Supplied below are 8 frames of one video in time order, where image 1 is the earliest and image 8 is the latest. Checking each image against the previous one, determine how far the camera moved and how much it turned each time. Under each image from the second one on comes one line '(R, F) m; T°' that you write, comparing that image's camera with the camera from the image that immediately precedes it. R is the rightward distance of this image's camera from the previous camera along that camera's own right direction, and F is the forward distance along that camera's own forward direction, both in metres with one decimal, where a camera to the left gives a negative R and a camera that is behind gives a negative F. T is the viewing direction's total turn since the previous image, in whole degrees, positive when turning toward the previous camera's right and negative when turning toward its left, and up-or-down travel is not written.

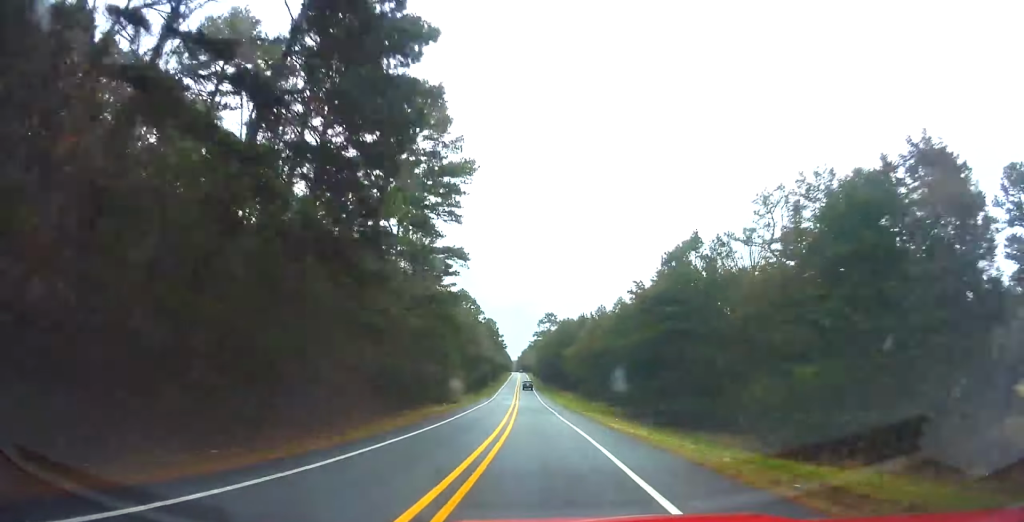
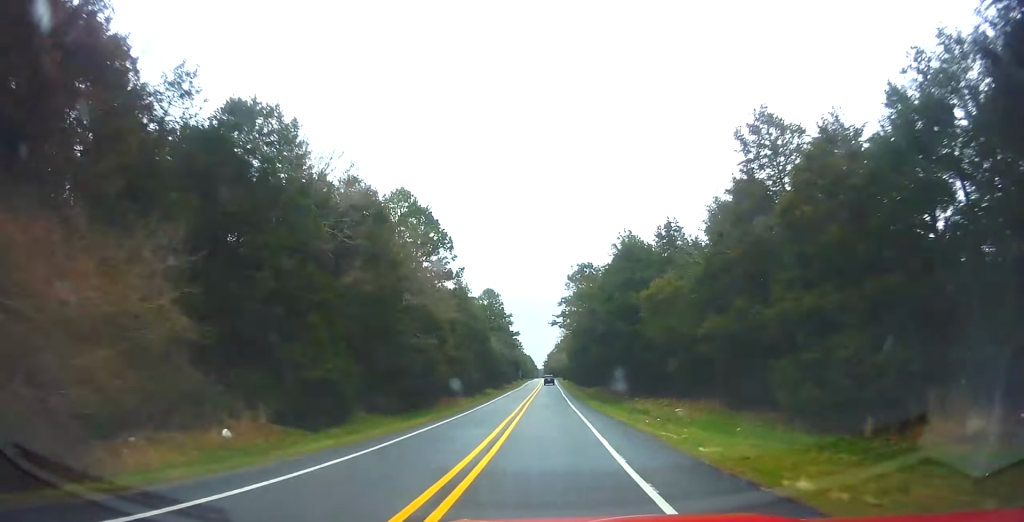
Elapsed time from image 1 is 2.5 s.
(-2.8, +61.6) m; -3°
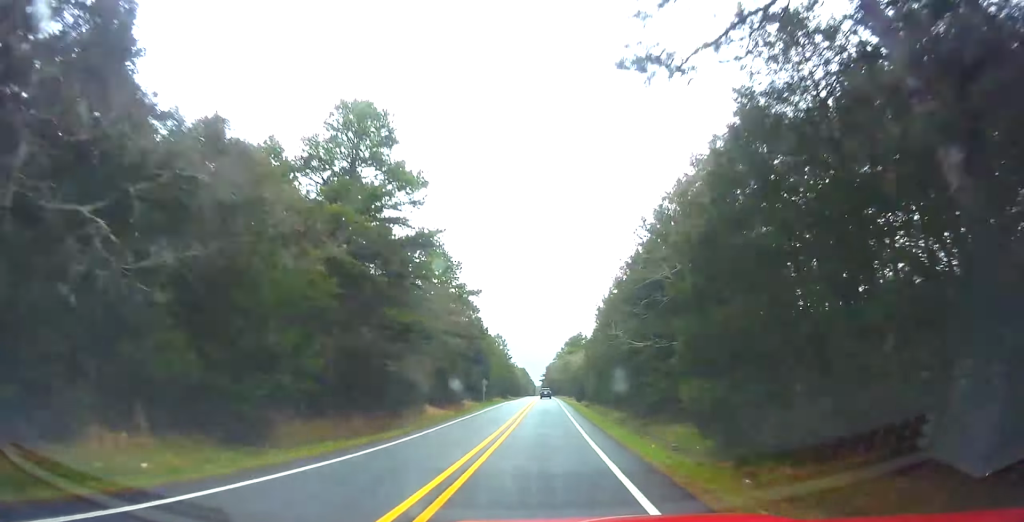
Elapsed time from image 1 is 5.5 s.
(-1.4, +74.4) m; -2°
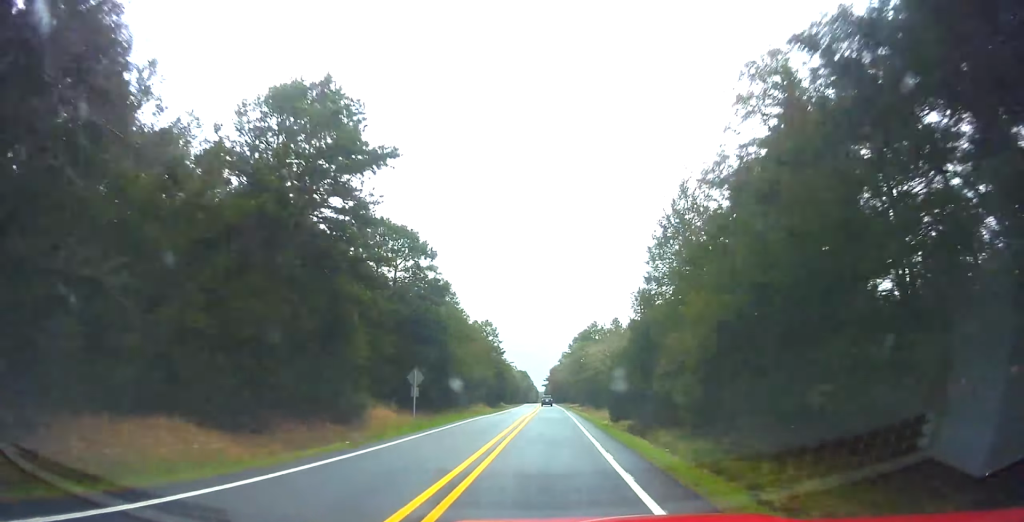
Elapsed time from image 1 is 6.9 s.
(0.0, +34.7) m; 0°
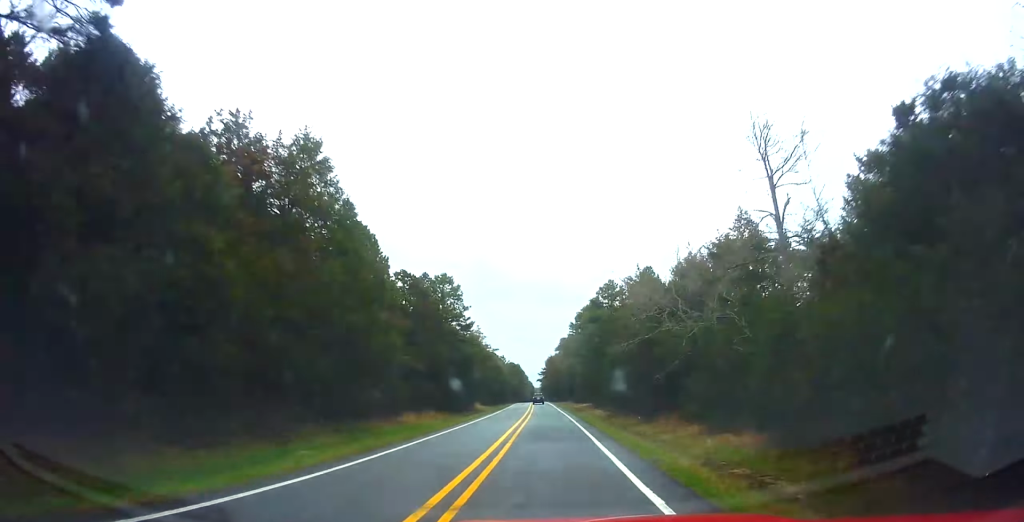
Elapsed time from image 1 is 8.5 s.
(-0.3, +39.1) m; 0°
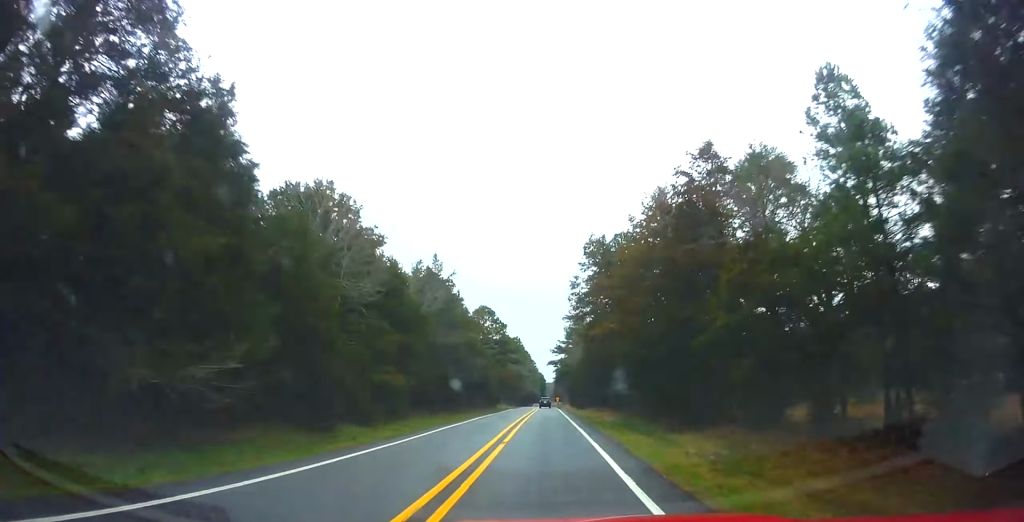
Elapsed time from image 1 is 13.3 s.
(-0.3, +116.2) m; 0°
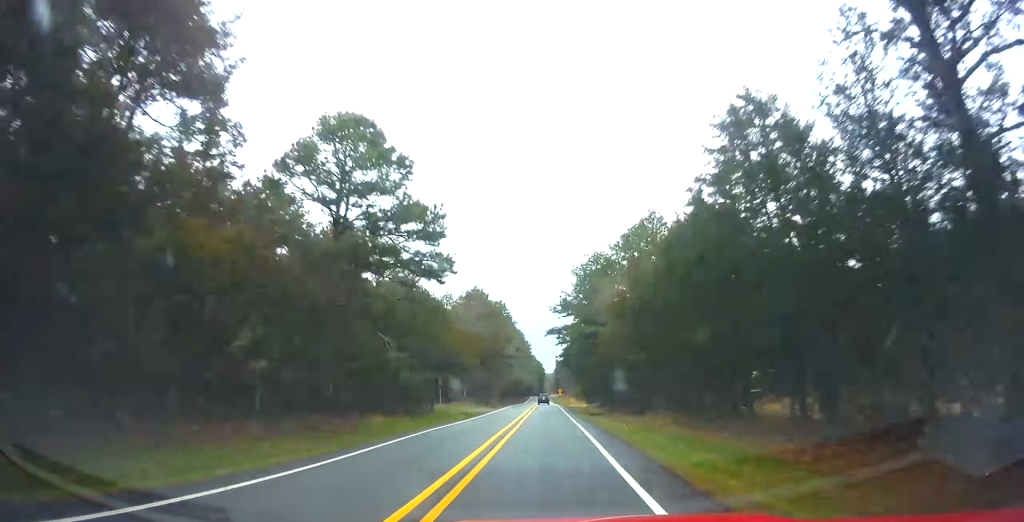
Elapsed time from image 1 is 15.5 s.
(0.0, +52.6) m; 0°
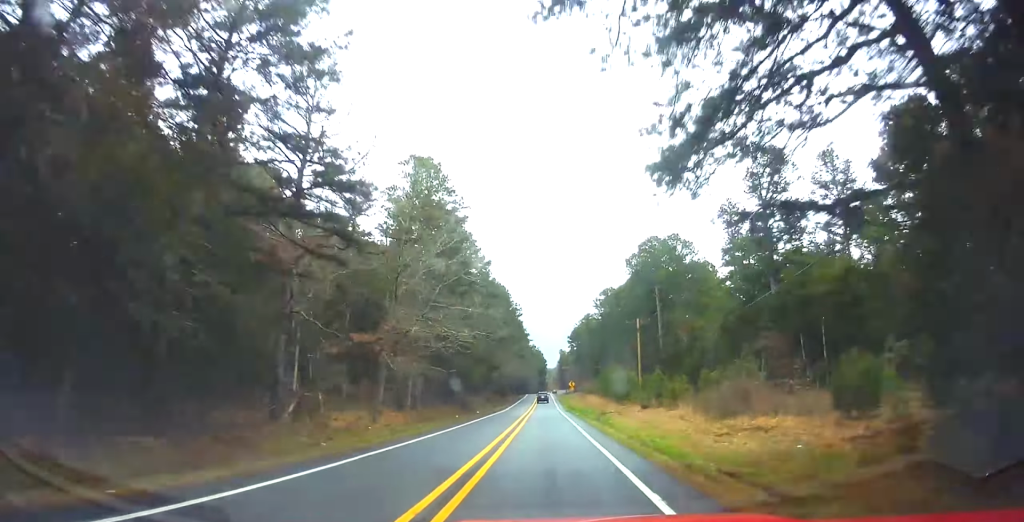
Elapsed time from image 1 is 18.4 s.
(+0.1, +68.8) m; 0°
